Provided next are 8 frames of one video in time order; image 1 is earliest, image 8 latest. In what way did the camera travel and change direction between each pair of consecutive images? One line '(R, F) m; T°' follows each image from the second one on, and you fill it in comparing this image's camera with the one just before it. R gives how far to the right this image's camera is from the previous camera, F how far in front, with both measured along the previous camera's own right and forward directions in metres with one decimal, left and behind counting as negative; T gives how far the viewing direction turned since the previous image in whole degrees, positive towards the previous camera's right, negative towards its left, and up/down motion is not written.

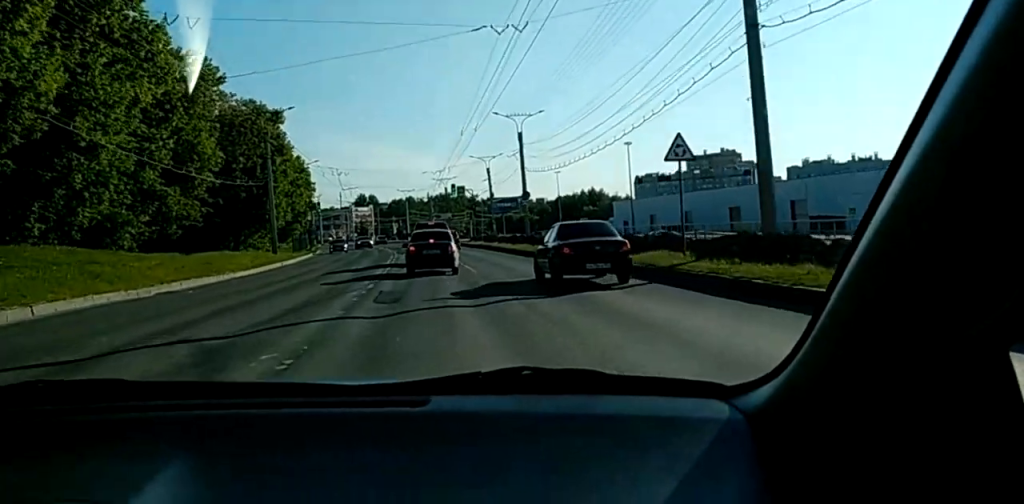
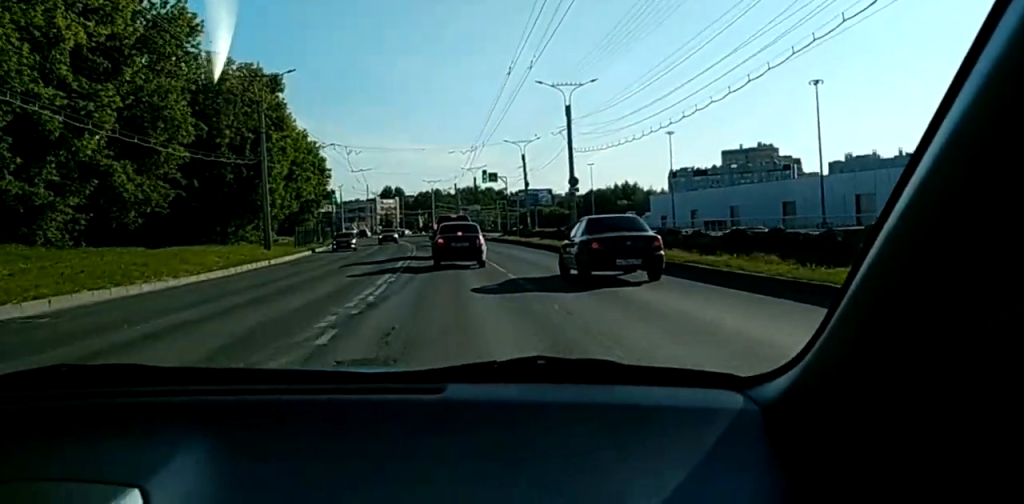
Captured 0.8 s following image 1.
(+0.1, +11.1) m; 0°
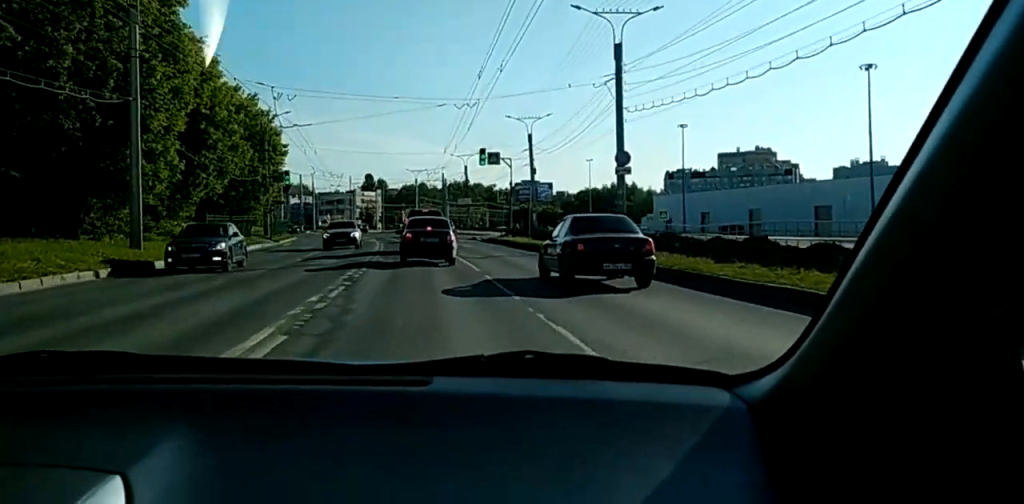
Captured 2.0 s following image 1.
(-0.1, +17.9) m; -1°
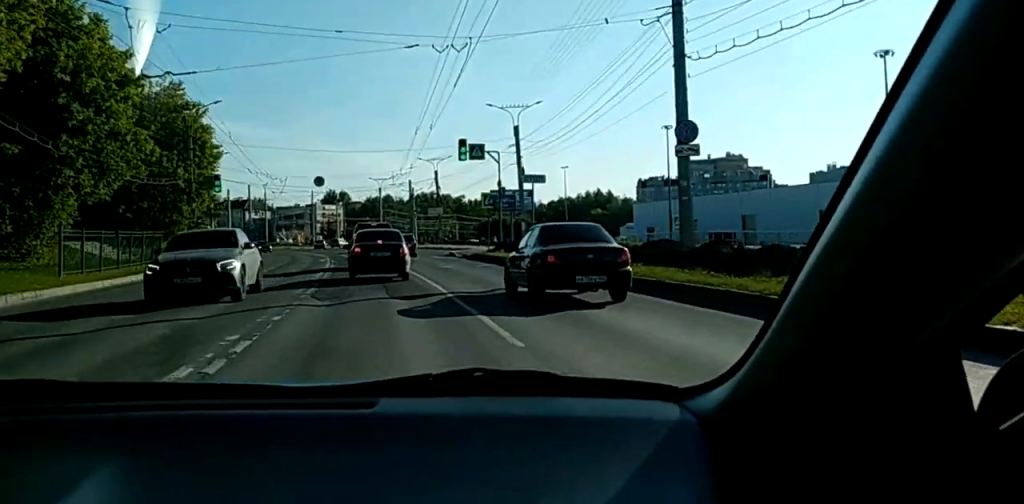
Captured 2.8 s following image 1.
(-0.1, +11.7) m; -1°
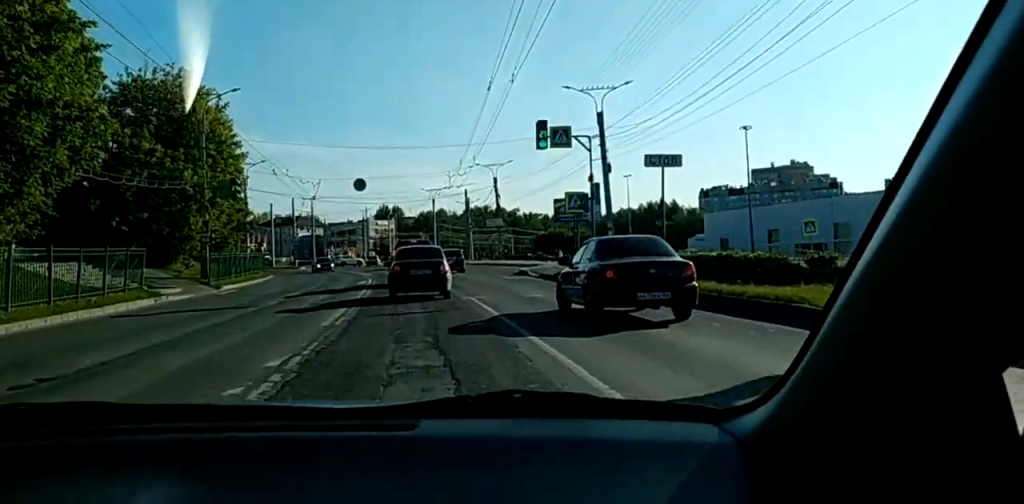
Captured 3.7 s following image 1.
(-0.1, +11.2) m; -2°
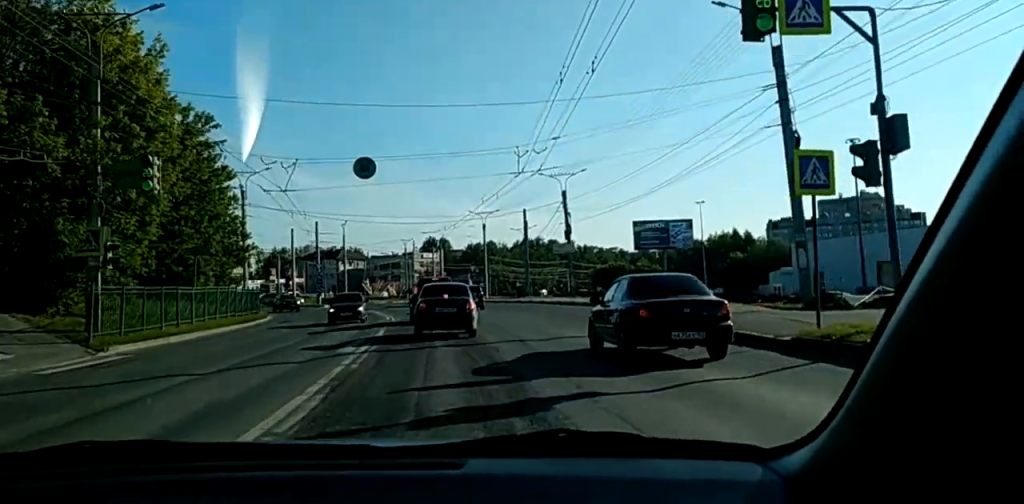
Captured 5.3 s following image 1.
(-1.2, +19.9) m; -7°
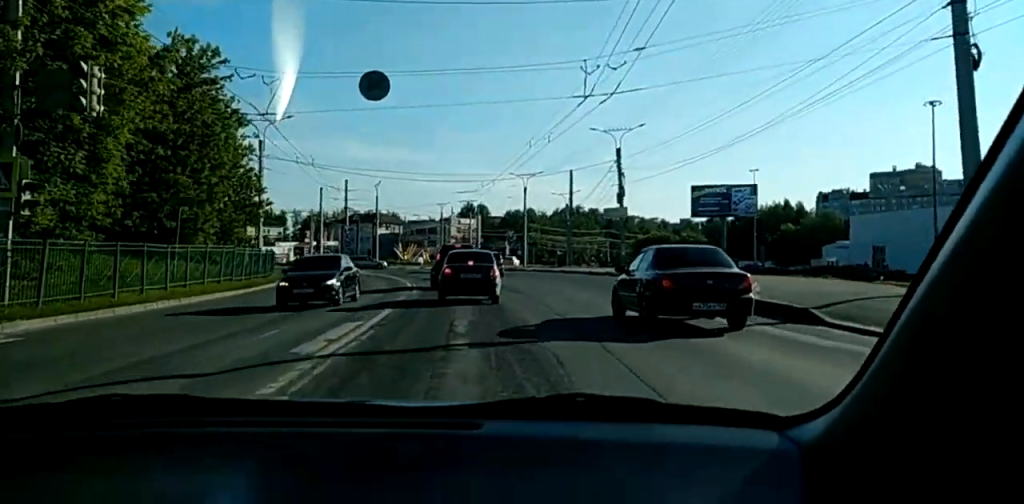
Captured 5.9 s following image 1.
(-0.2, +7.5) m; +1°
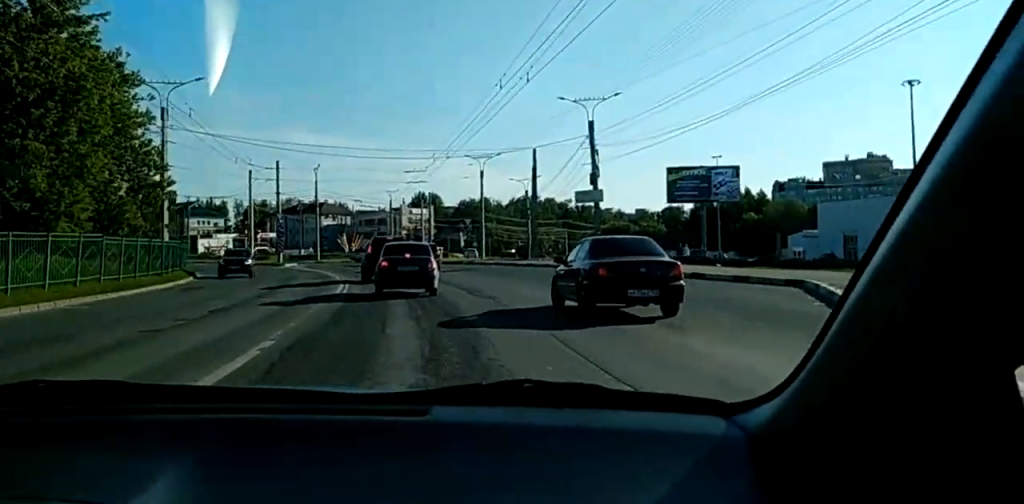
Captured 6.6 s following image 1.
(+0.1, +8.3) m; +2°
